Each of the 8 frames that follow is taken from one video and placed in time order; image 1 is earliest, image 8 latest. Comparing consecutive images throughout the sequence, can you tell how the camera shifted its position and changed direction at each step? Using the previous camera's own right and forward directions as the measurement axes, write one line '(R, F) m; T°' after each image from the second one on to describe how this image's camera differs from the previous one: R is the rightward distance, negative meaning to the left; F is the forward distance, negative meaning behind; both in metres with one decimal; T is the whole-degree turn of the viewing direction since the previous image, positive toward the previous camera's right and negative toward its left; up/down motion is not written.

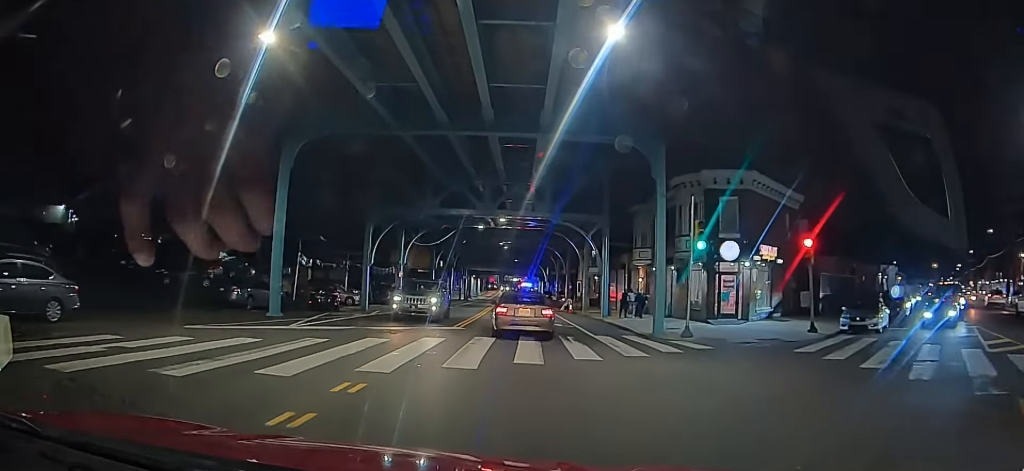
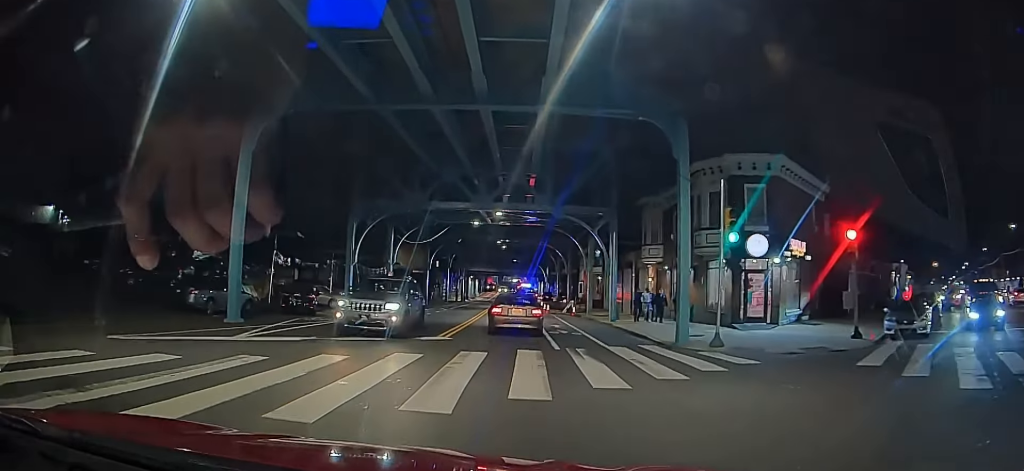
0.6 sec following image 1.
(+0.1, +3.7) m; 0°
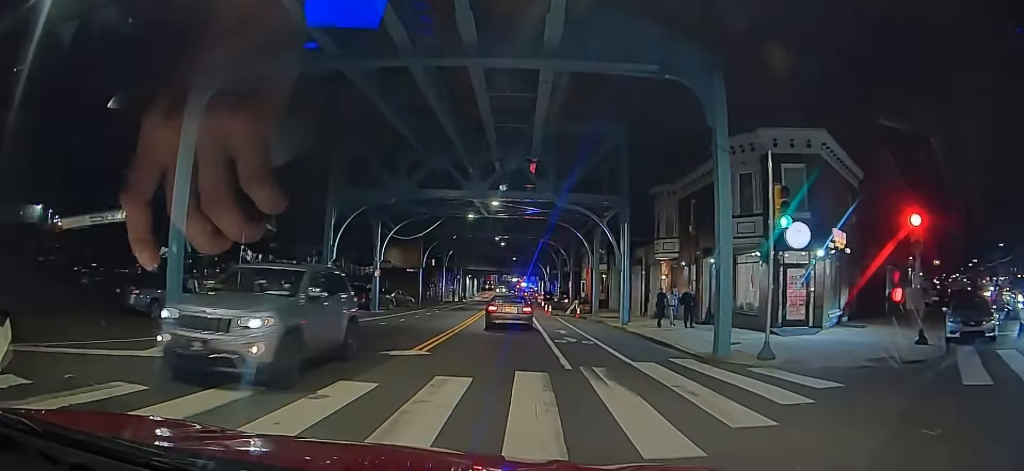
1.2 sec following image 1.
(-0.1, +3.9) m; 0°
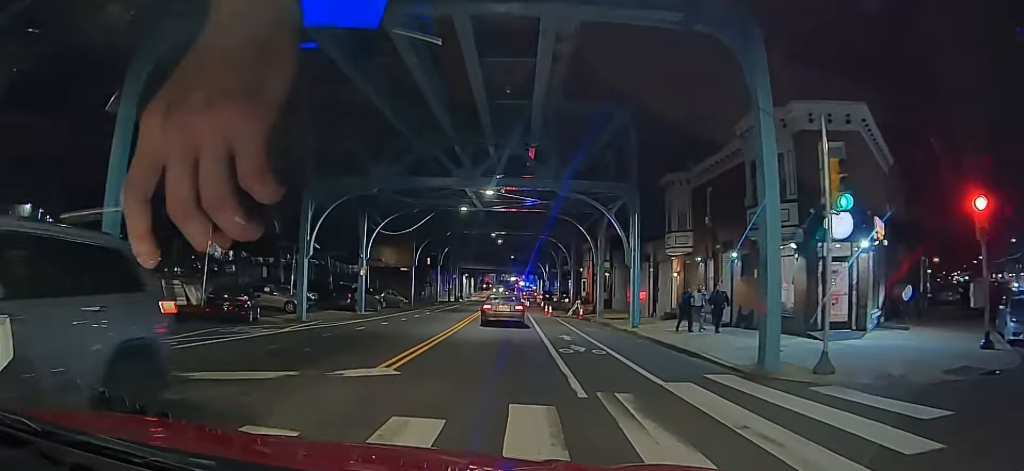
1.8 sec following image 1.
(0.0, +3.1) m; 0°
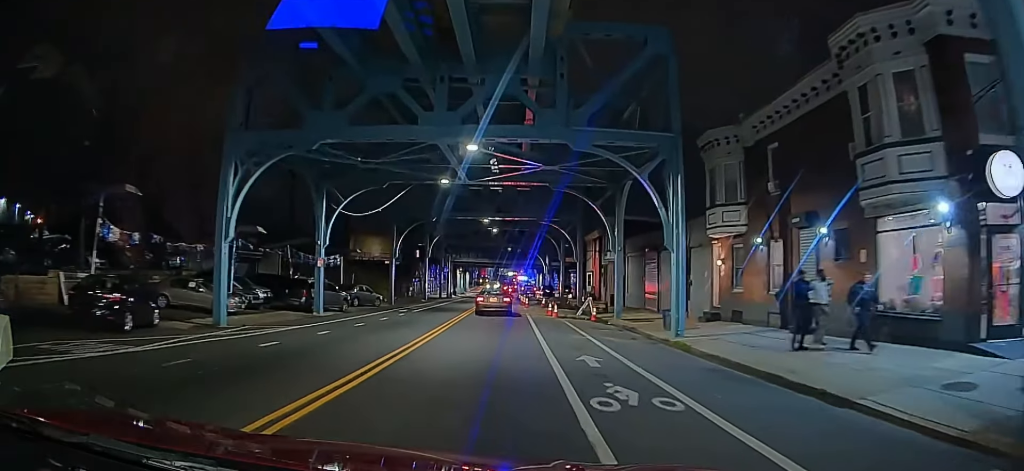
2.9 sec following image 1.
(+0.1, +7.6) m; +1°
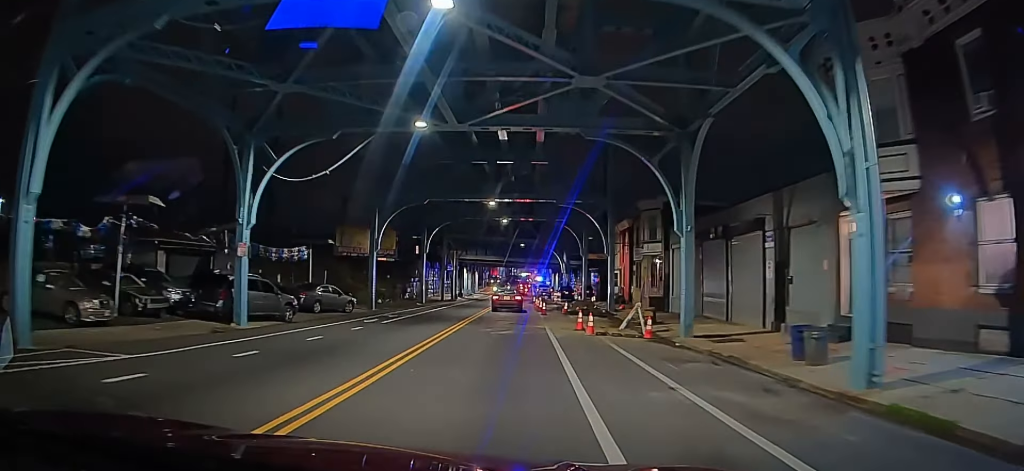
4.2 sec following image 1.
(+0.1, +10.6) m; 0°
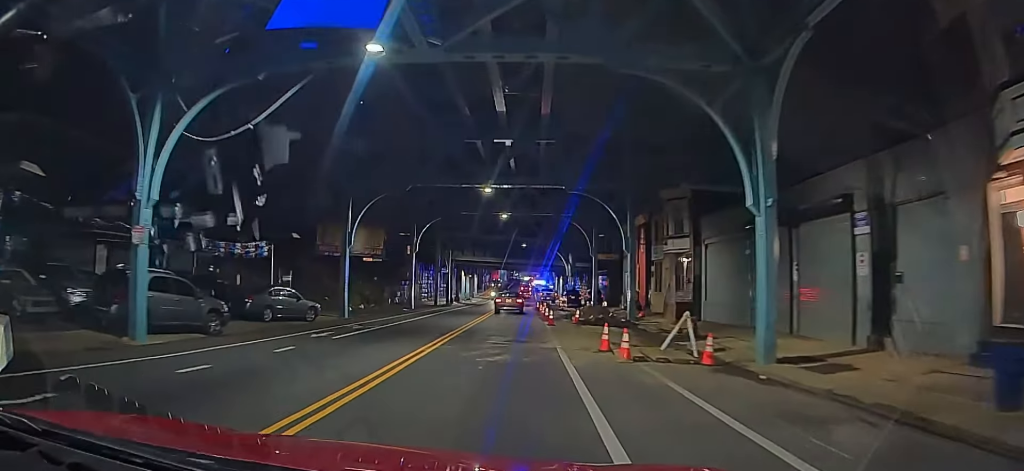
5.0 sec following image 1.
(0.0, +6.3) m; 0°
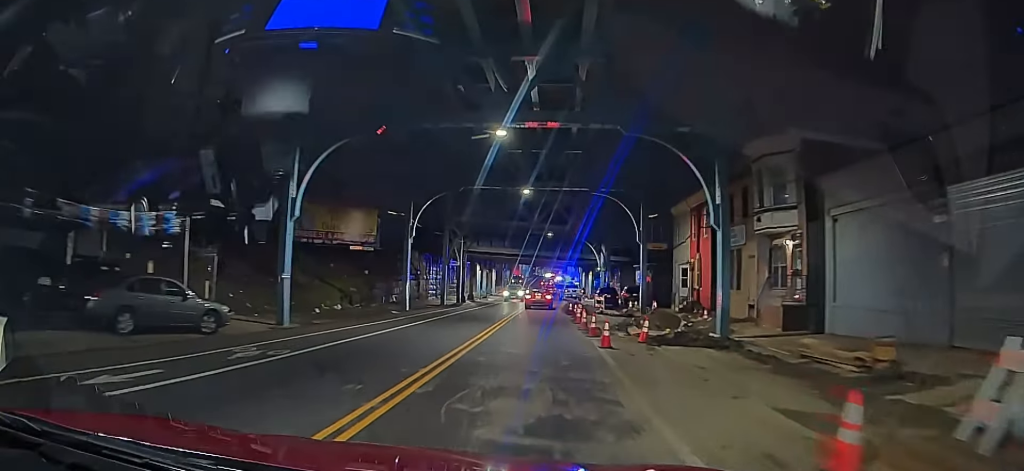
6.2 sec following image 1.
(0.0, +10.7) m; 0°
